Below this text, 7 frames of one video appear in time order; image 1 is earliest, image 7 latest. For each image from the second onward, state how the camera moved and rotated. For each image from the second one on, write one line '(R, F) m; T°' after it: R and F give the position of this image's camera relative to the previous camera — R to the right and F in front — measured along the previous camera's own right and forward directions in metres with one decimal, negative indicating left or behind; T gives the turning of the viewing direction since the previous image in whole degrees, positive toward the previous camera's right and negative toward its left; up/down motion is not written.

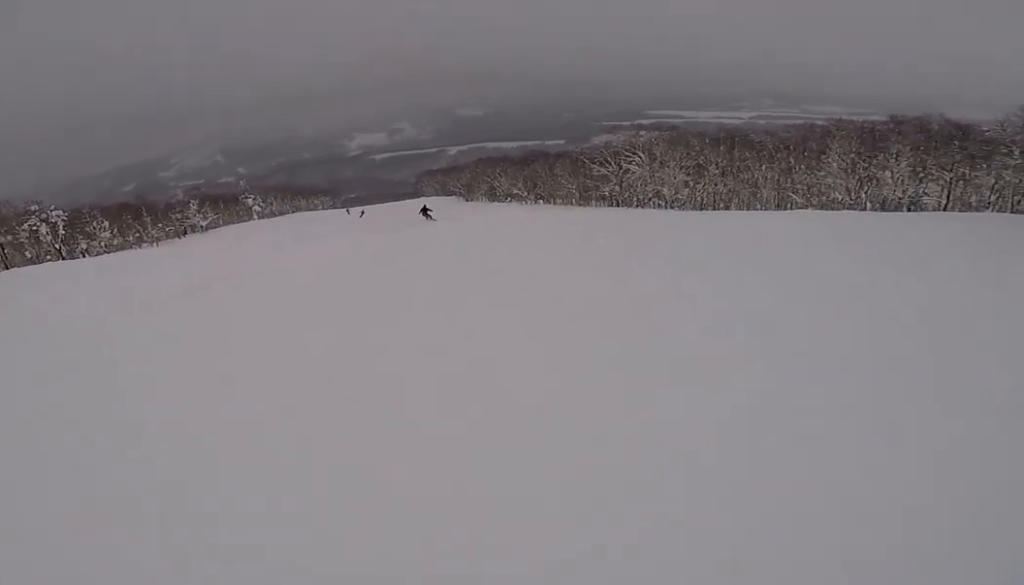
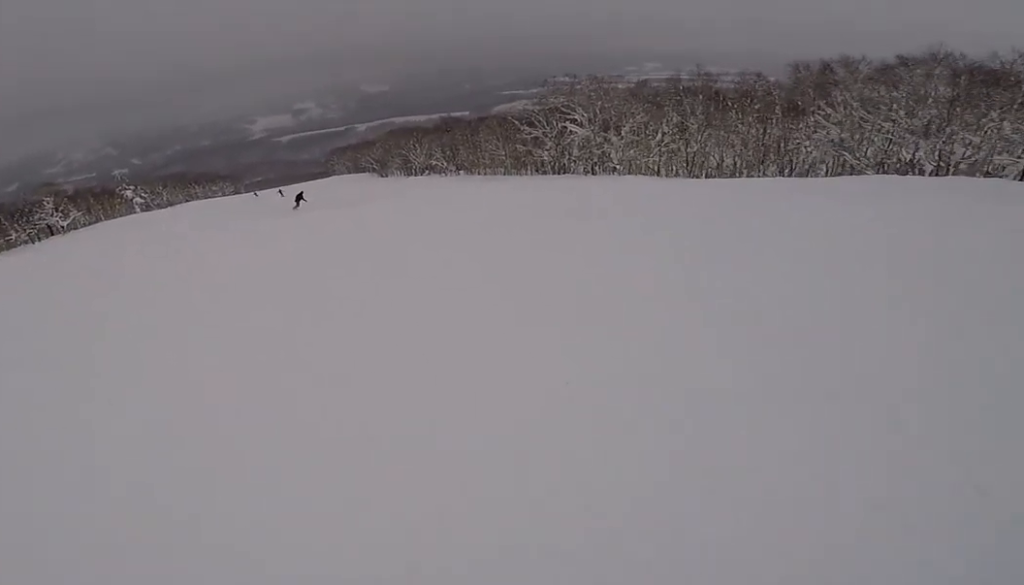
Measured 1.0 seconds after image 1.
(+0.6, +11.5) m; +3°
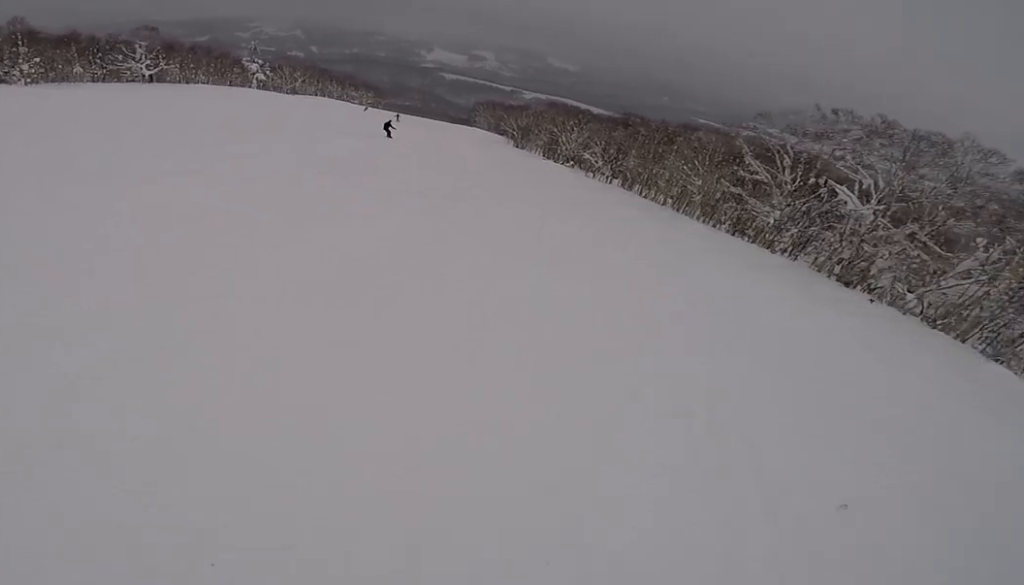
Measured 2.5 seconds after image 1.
(-0.5, +17.0) m; -12°
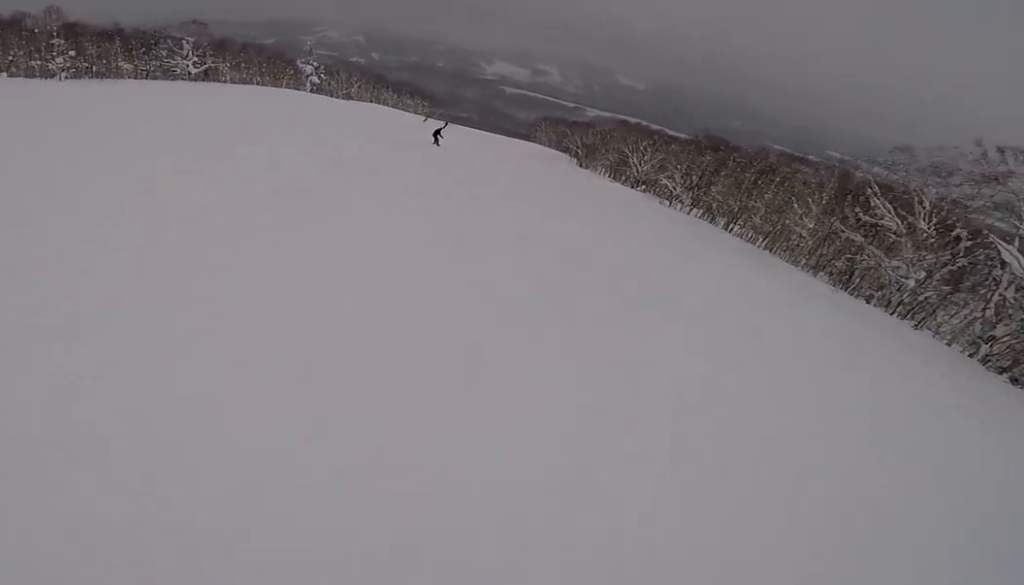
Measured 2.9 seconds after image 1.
(-0.7, +5.4) m; -7°
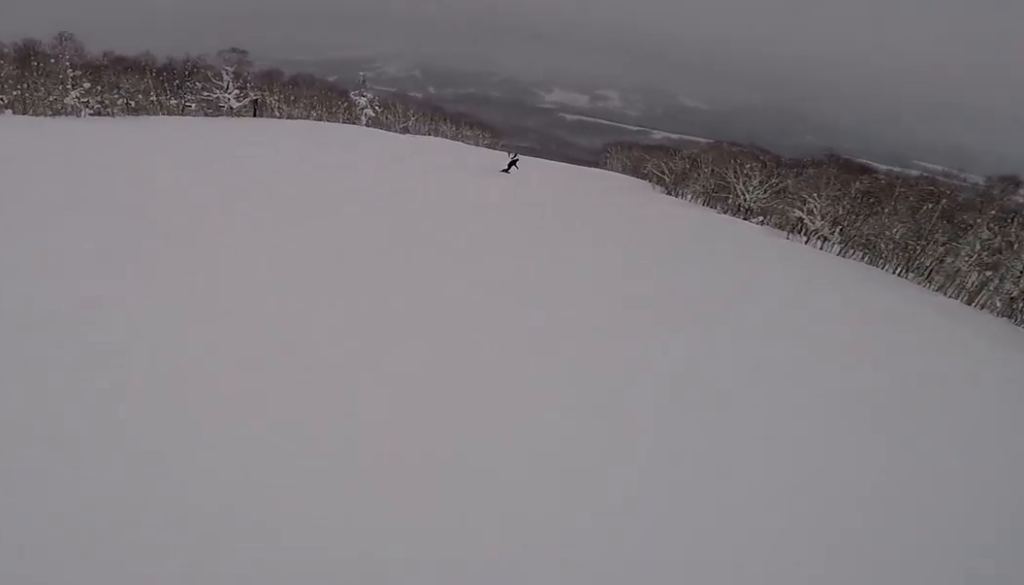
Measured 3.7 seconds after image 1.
(-1.1, +9.9) m; -5°
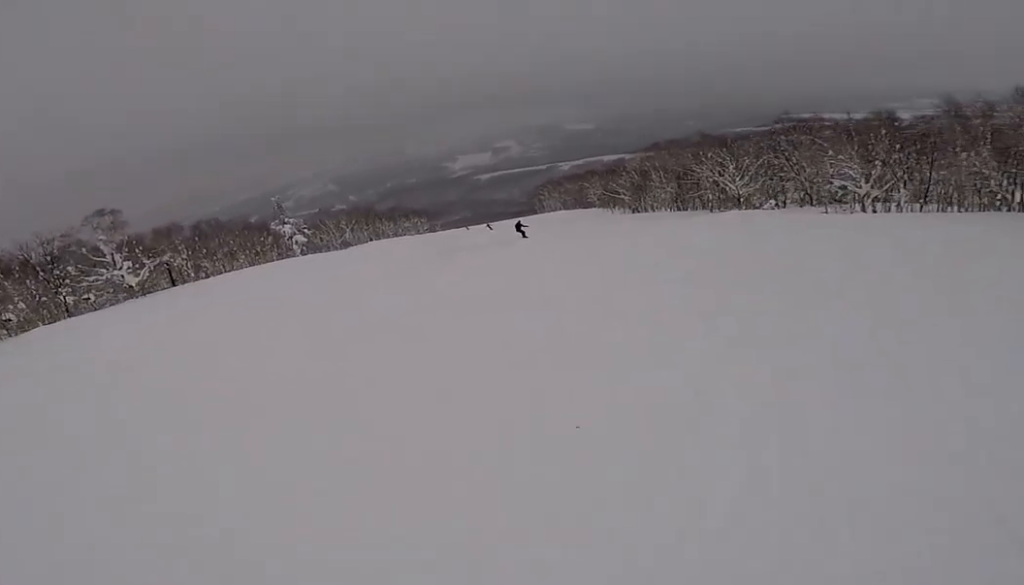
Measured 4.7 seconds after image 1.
(0.0, +12.1) m; +8°
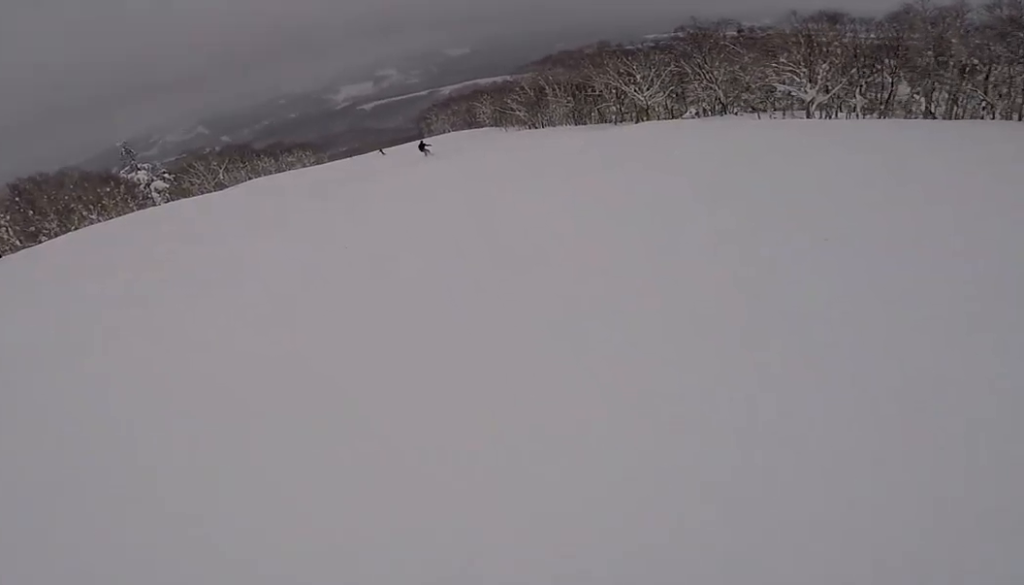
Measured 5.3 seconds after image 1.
(+0.4, +7.7) m; +10°
